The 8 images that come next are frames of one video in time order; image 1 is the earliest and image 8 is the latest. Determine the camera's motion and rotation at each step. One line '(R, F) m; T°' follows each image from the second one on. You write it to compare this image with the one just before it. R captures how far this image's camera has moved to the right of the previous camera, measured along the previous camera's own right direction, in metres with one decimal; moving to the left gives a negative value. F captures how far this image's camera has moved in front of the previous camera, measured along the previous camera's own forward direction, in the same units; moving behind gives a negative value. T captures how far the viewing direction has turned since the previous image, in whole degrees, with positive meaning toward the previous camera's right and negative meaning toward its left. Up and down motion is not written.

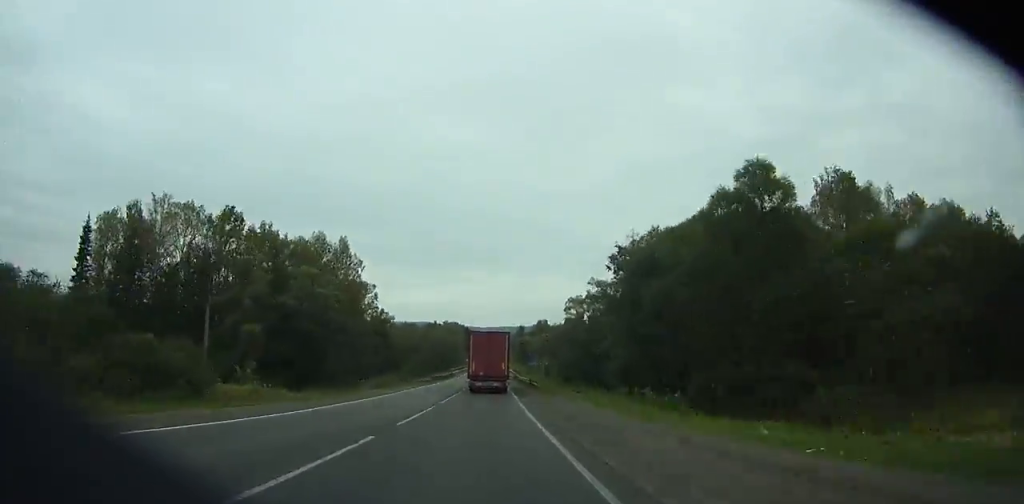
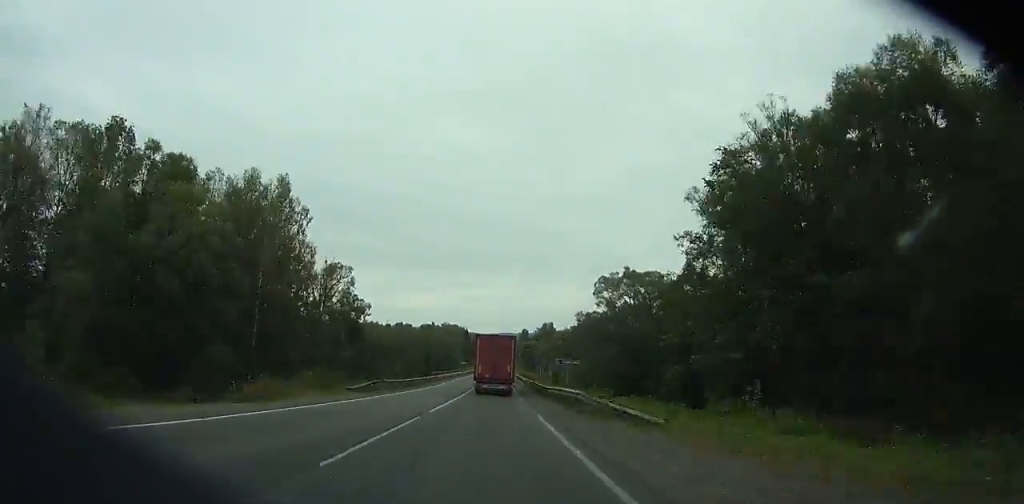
(+0.2, +30.8) m; 0°
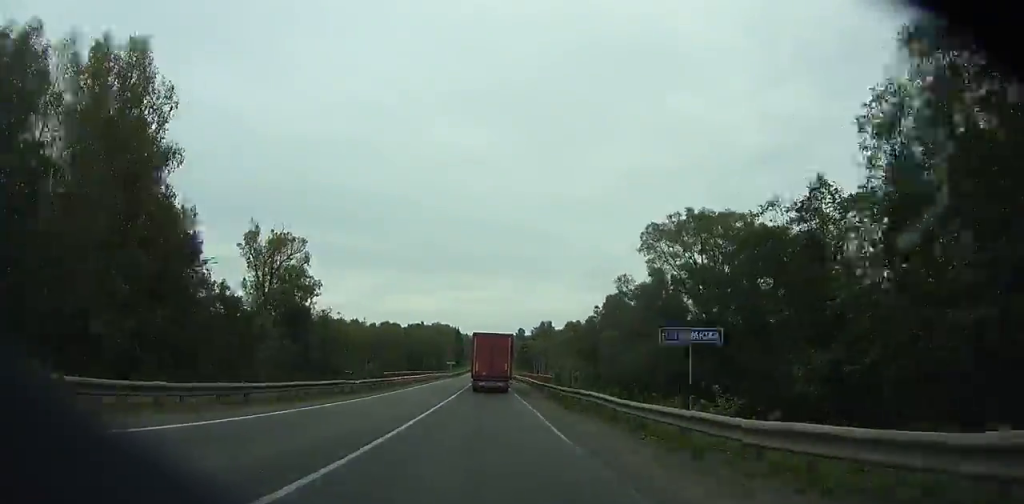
(+2.2, +29.0) m; -2°
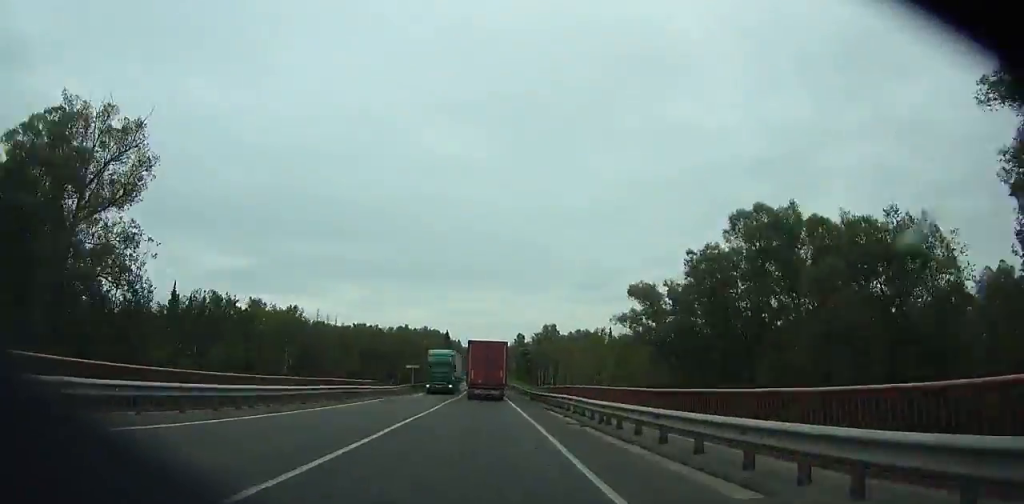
(-2.2, +50.5) m; -3°
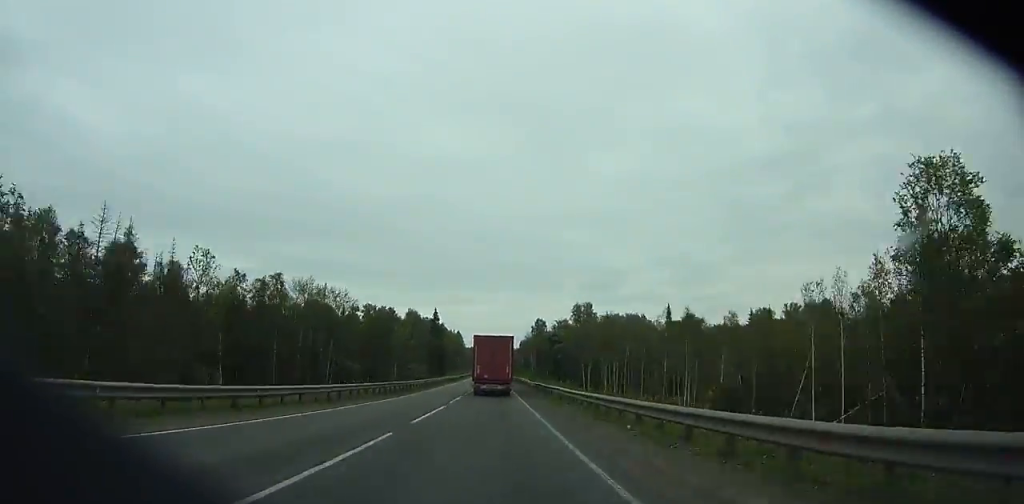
(-1.8, +97.7) m; -12°
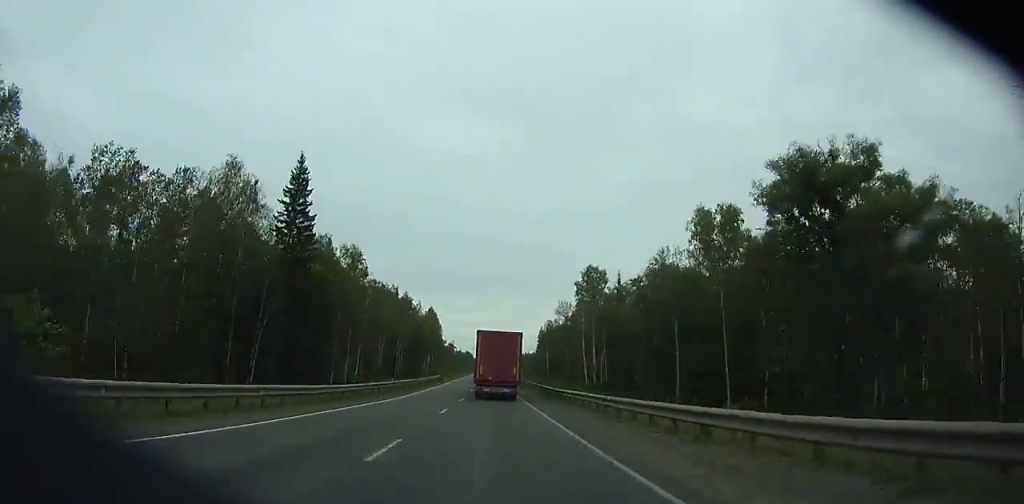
(+28.0, +130.0) m; +23°
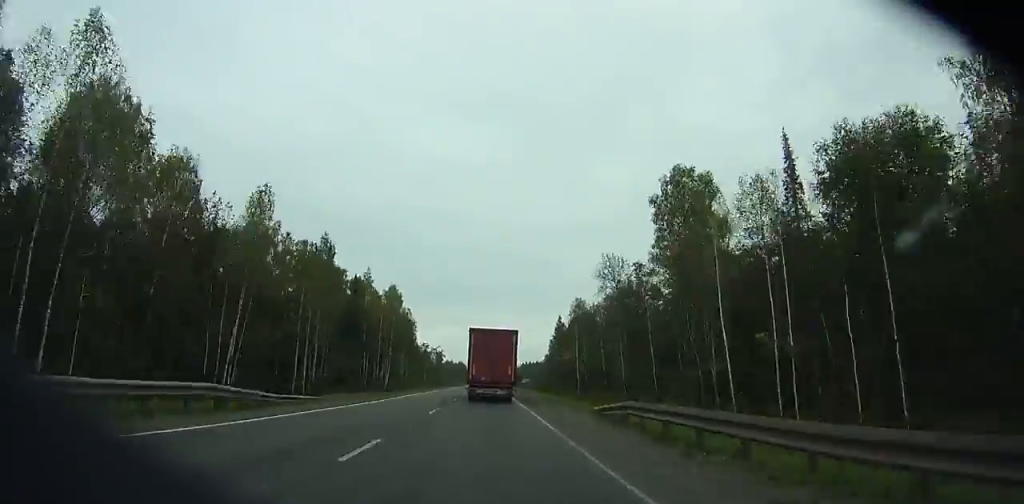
(-7.7, +70.2) m; -8°
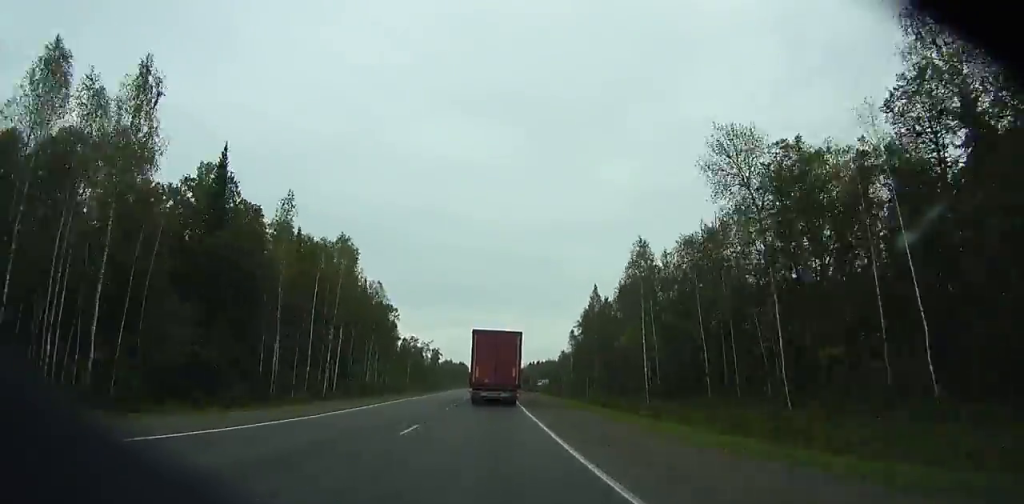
(-1.1, +44.9) m; -1°
